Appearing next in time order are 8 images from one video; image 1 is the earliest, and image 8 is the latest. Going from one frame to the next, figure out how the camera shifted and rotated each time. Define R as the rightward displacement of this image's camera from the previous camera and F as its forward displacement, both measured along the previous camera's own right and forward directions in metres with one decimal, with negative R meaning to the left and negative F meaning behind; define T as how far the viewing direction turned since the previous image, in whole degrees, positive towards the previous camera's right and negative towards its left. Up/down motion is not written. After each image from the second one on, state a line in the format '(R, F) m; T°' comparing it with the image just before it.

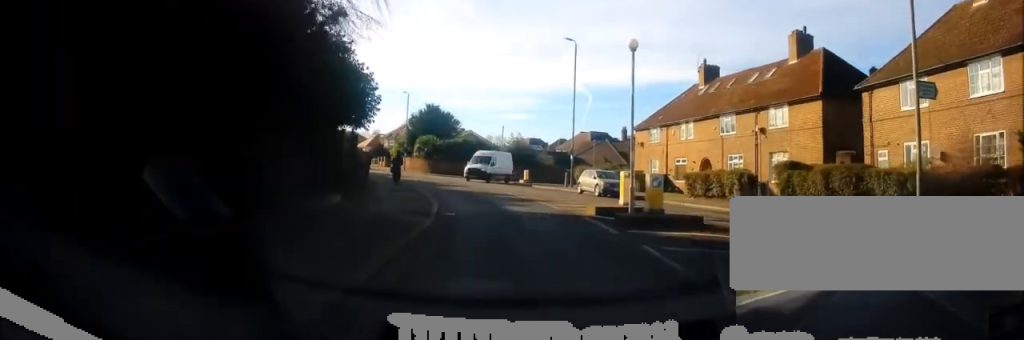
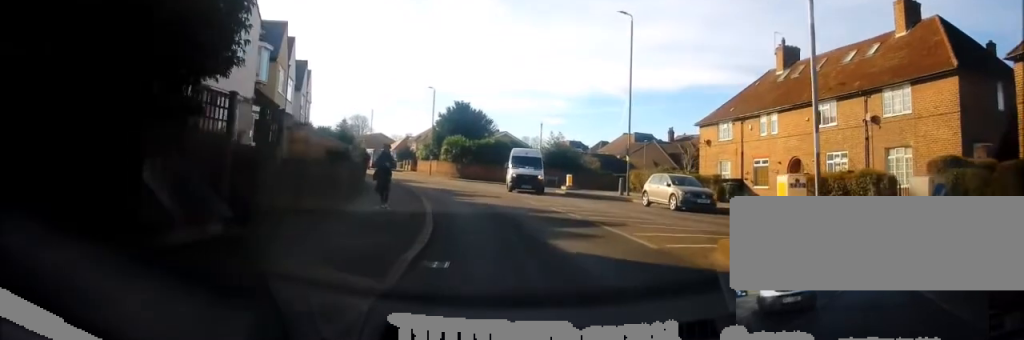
(0.0, +8.6) m; -2°
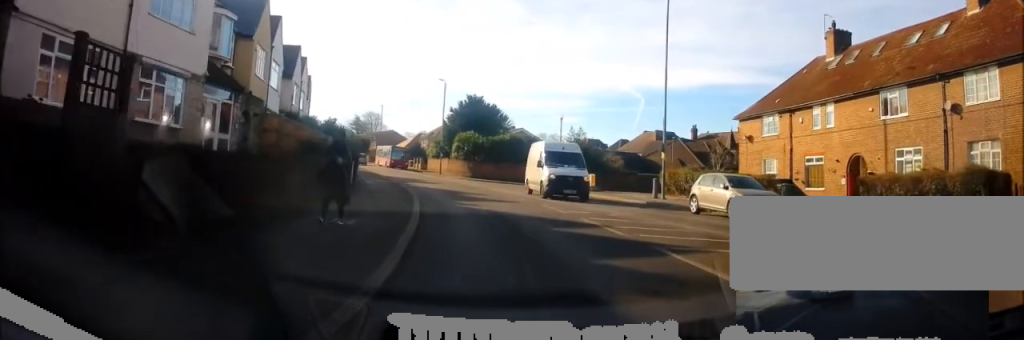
(+0.1, +4.8) m; -3°
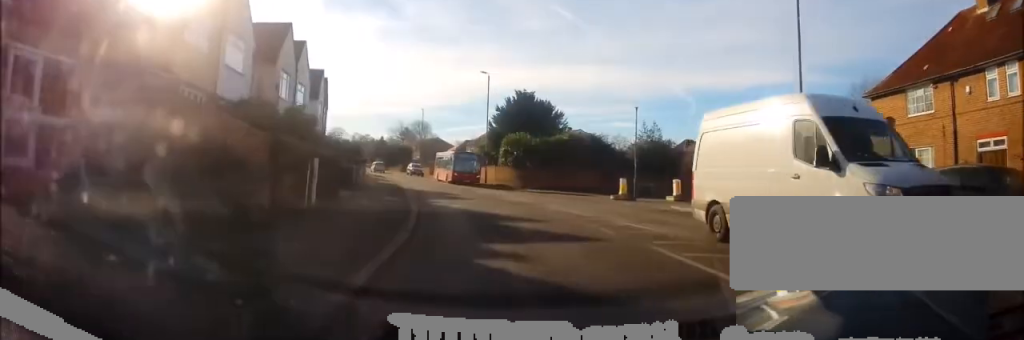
(-1.1, +10.2) m; -9°
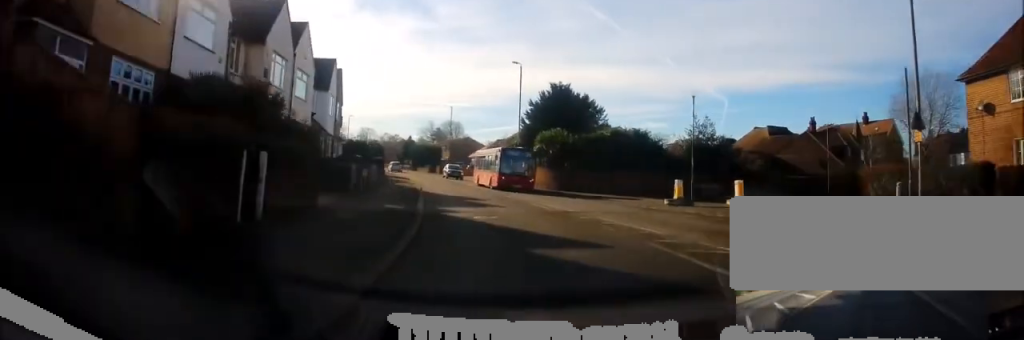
(-0.3, +5.2) m; -2°
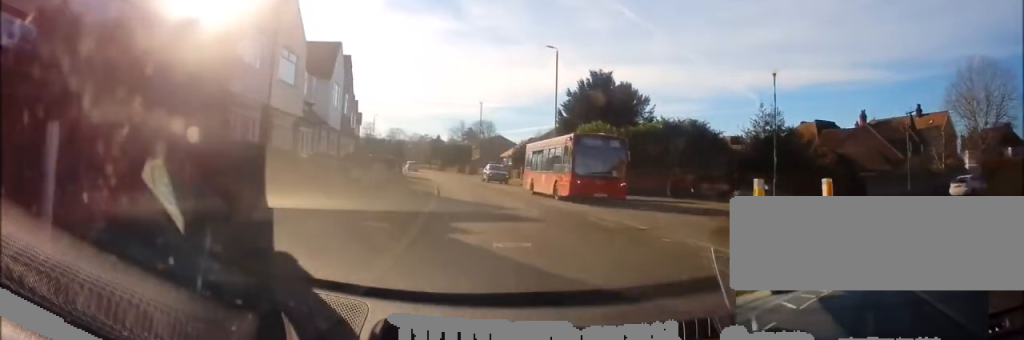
(-0.1, +6.0) m; -1°
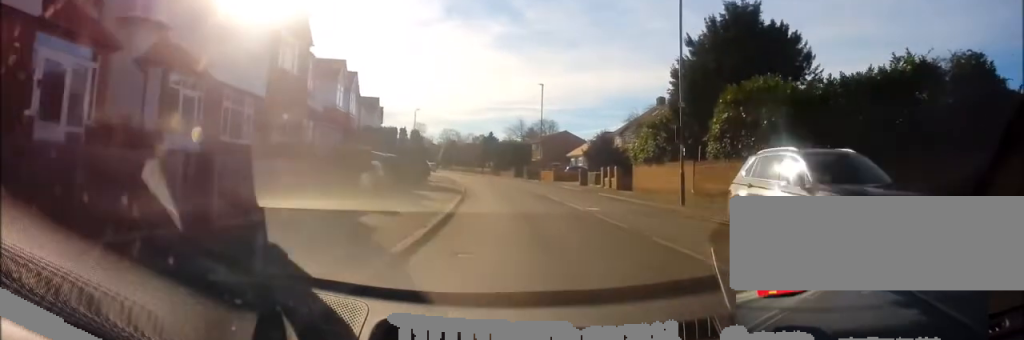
(-0.5, +19.1) m; -4°
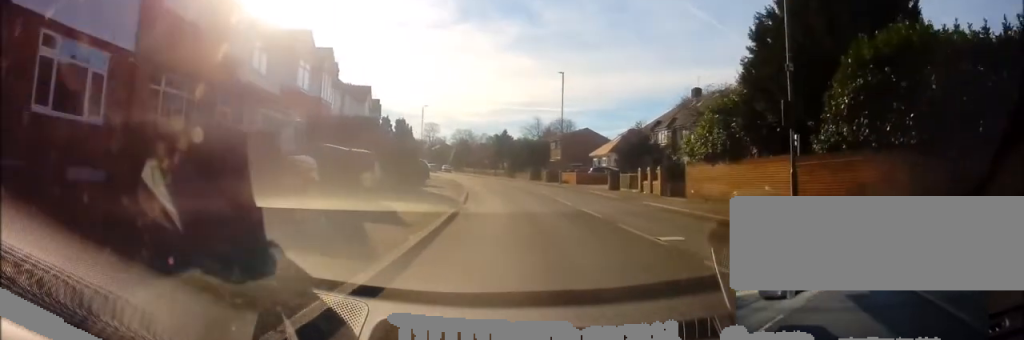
(-0.1, +8.5) m; -2°
